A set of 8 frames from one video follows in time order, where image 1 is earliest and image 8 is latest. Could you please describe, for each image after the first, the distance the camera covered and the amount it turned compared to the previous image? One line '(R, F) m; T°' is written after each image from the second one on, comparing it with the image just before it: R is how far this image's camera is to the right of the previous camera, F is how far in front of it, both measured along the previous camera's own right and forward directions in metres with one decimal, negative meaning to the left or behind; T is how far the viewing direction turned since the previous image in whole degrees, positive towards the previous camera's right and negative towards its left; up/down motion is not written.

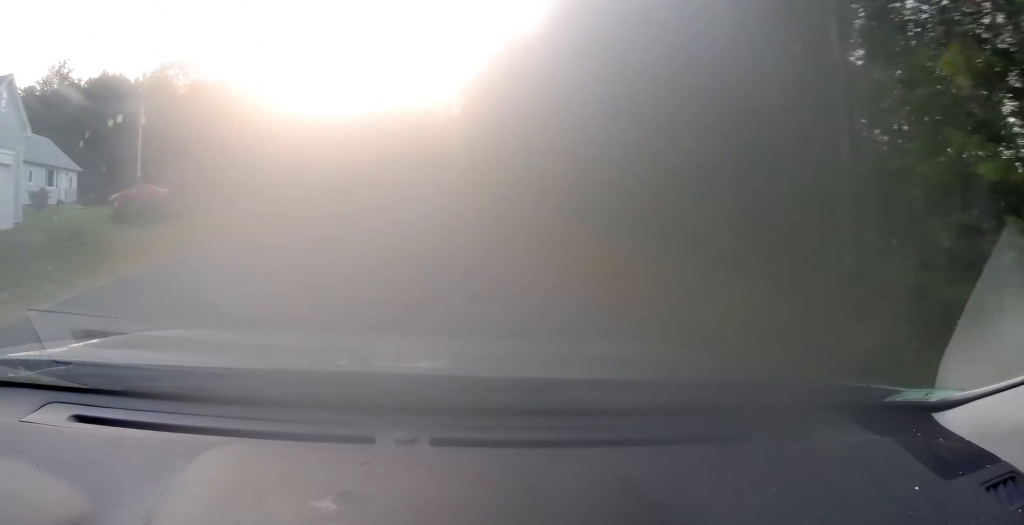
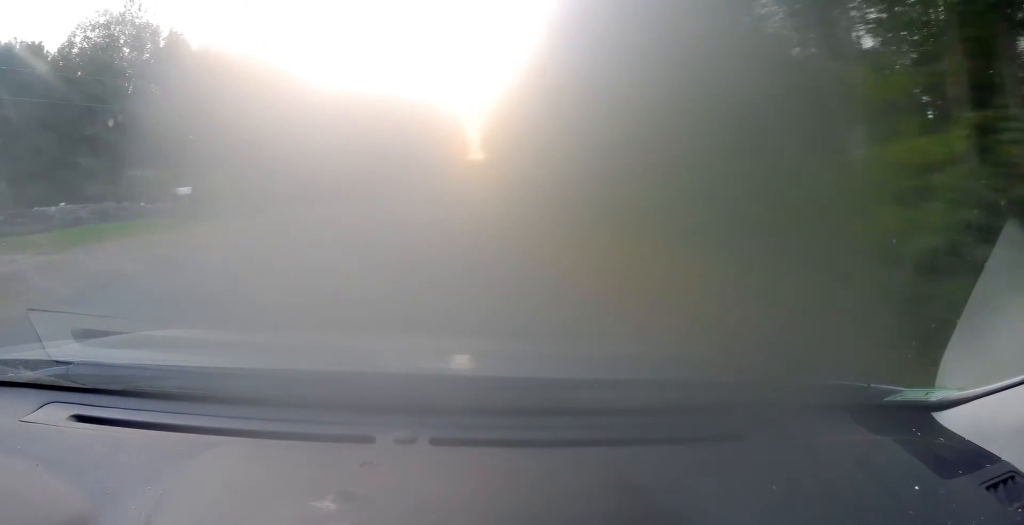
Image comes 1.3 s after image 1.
(+0.2, +27.1) m; +2°
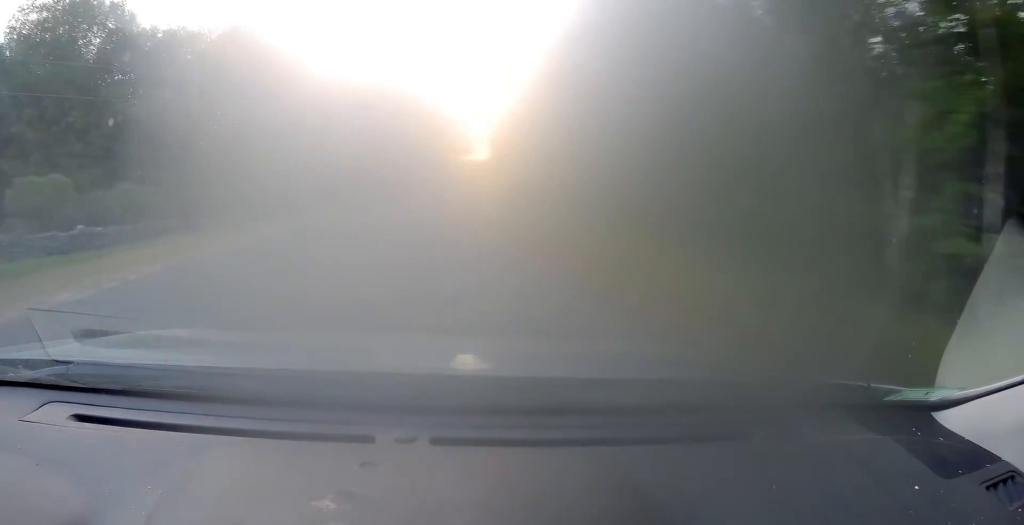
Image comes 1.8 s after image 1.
(+0.3, +12.1) m; +2°
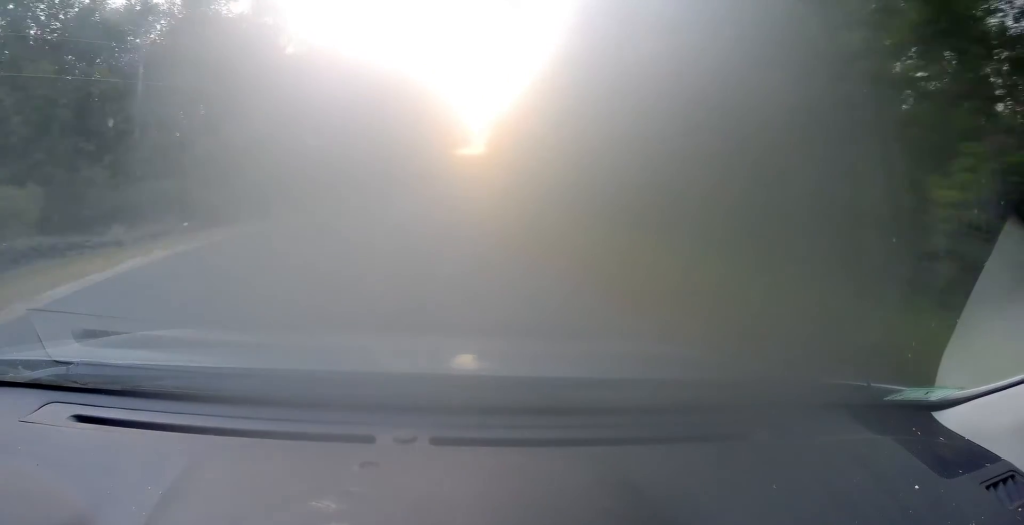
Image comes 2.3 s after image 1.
(+0.1, +9.3) m; +1°
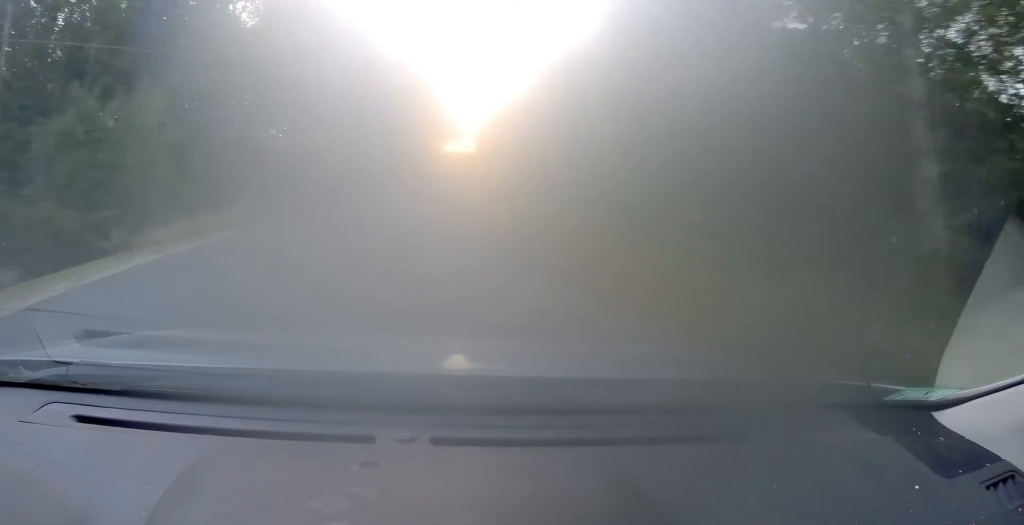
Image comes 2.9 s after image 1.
(+0.2, +14.2) m; +1°
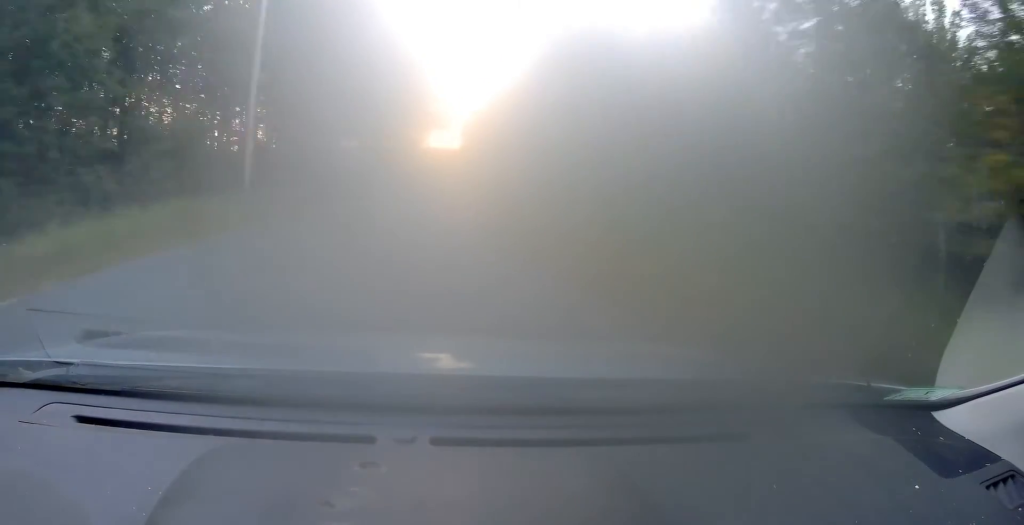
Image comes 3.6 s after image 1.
(+0.2, +13.6) m; +1°
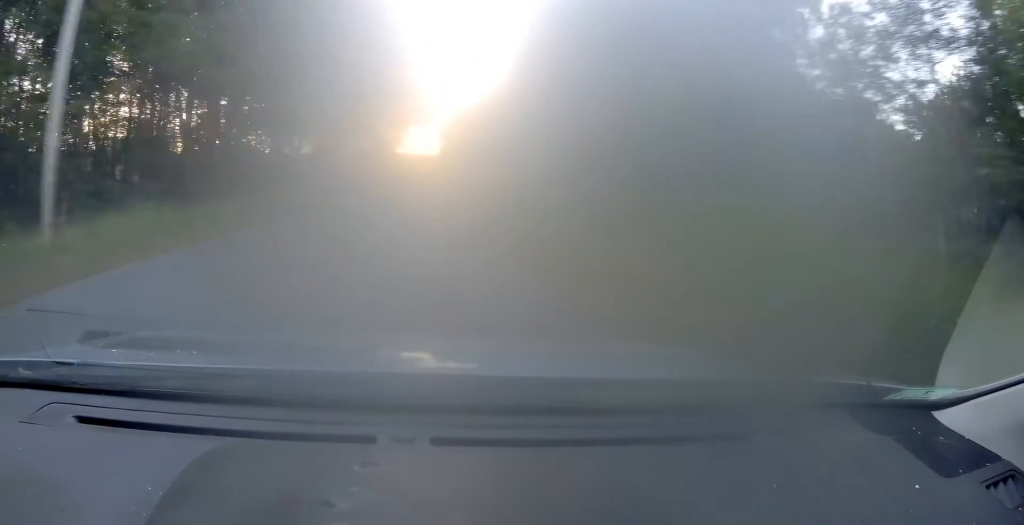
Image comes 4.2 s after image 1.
(+0.1, +12.9) m; +1°
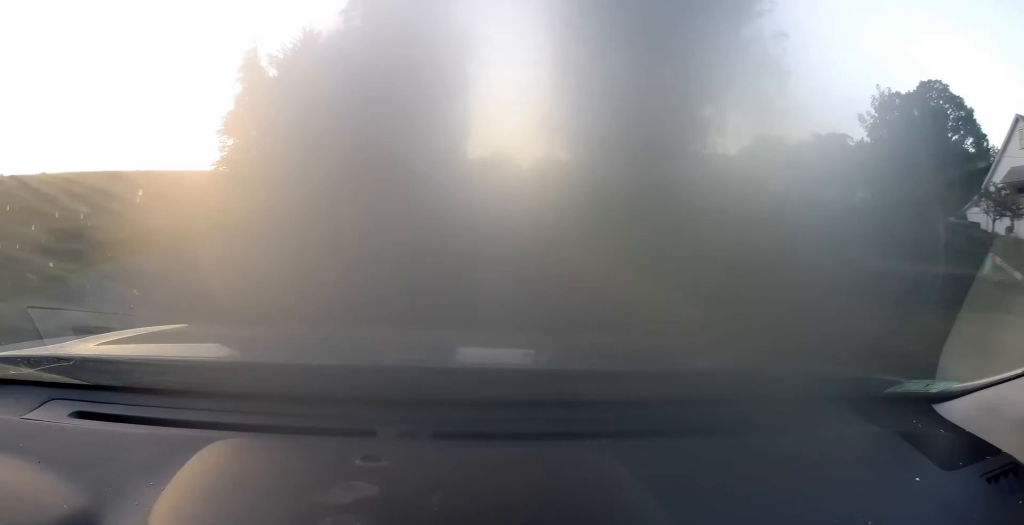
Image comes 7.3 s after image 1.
(+10.1, +63.1) m; +21°
